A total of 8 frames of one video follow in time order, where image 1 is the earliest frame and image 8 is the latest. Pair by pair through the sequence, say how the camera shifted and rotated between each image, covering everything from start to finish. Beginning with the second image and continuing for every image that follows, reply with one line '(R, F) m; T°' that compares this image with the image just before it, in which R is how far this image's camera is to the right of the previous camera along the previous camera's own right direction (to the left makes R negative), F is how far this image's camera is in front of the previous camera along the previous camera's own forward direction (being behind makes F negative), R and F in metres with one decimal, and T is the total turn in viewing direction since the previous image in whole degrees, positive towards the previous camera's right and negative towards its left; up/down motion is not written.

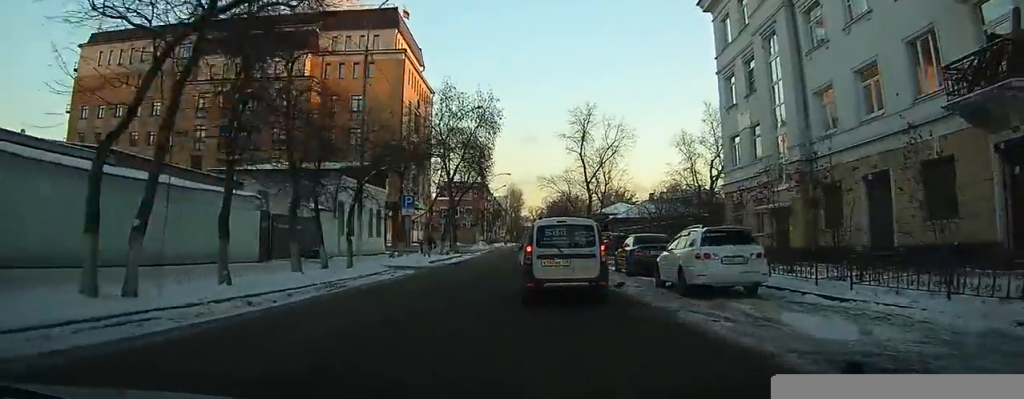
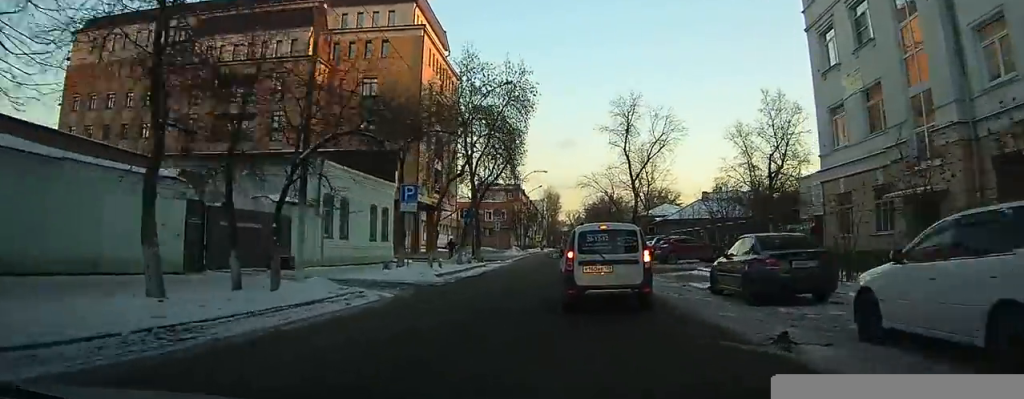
(+0.1, +7.5) m; +1°
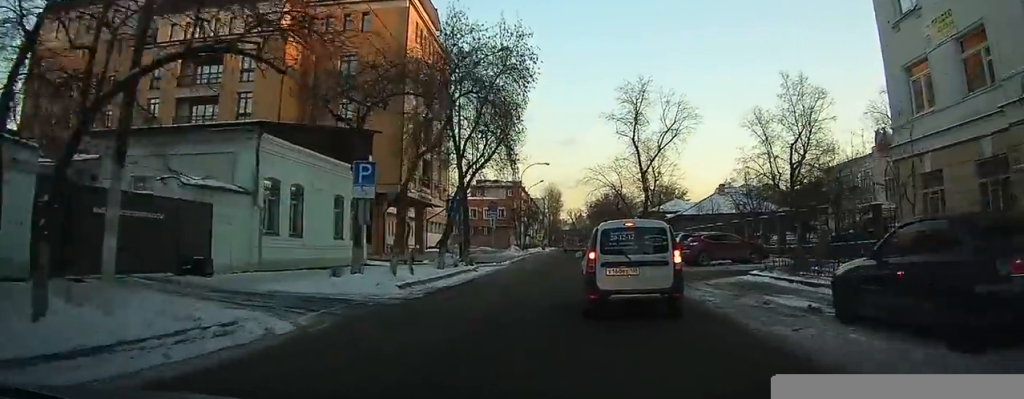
(+0.1, +5.7) m; +1°
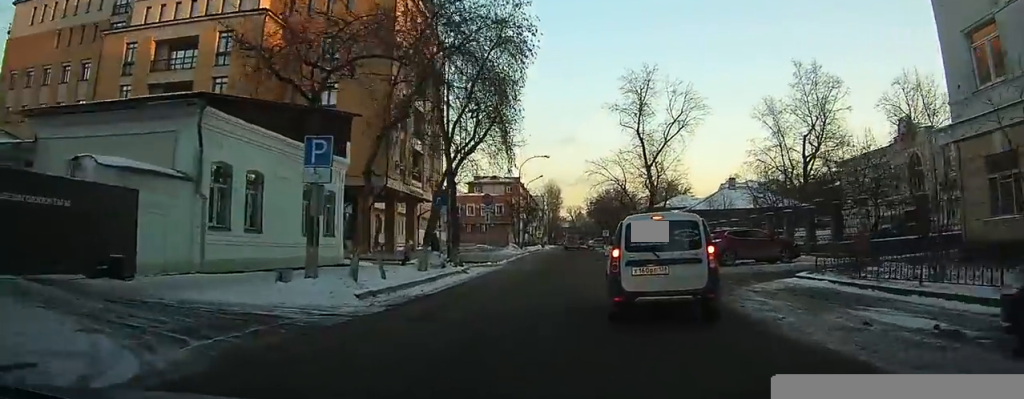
(0.0, +3.5) m; 0°
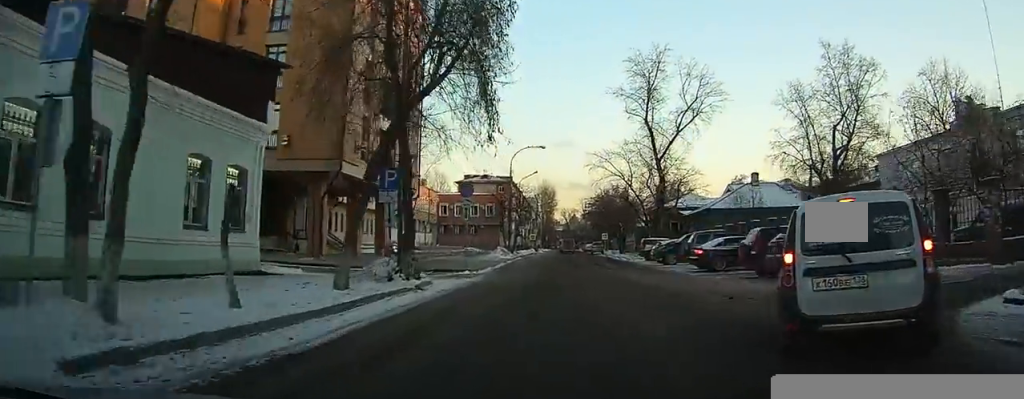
(+0.1, +8.1) m; 0°
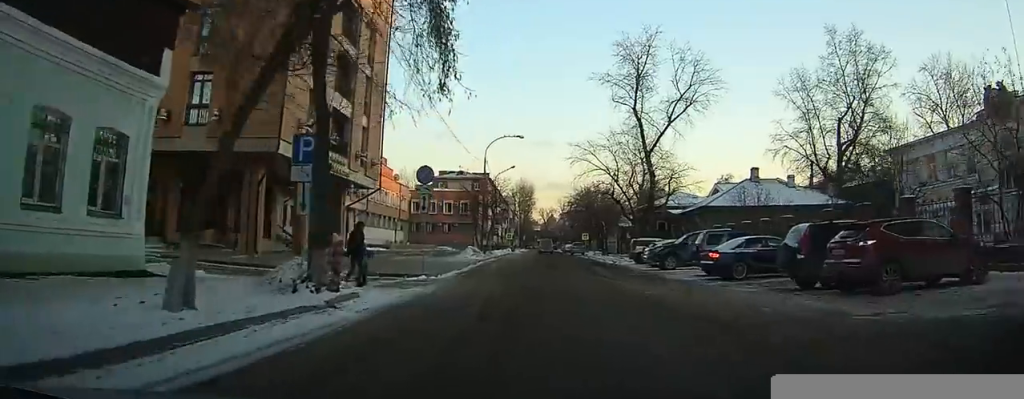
(-0.1, +5.2) m; -1°
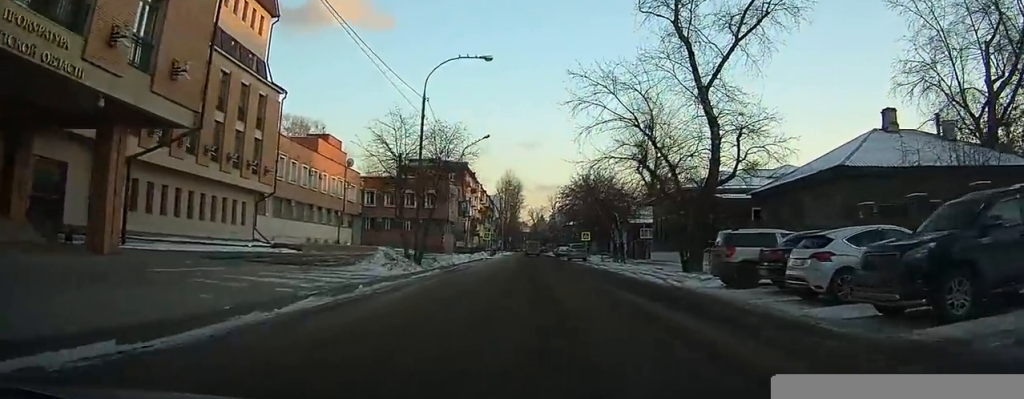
(0.0, +21.0) m; +1°
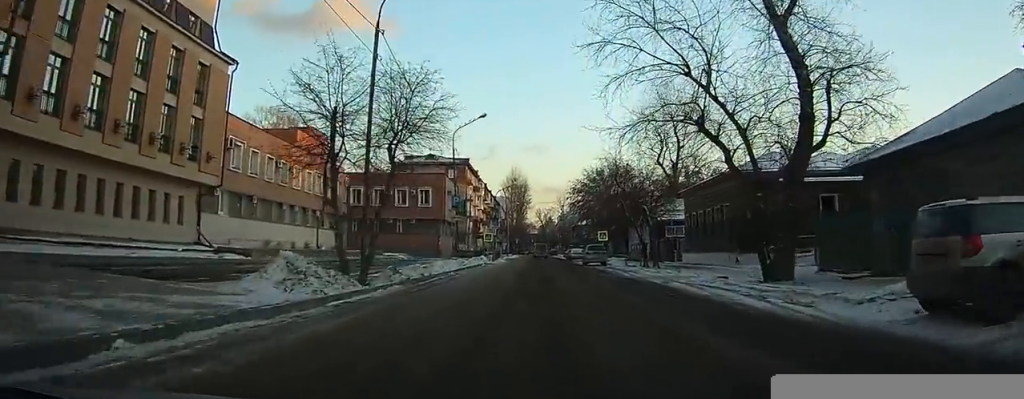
(+0.2, +9.3) m; 0°
